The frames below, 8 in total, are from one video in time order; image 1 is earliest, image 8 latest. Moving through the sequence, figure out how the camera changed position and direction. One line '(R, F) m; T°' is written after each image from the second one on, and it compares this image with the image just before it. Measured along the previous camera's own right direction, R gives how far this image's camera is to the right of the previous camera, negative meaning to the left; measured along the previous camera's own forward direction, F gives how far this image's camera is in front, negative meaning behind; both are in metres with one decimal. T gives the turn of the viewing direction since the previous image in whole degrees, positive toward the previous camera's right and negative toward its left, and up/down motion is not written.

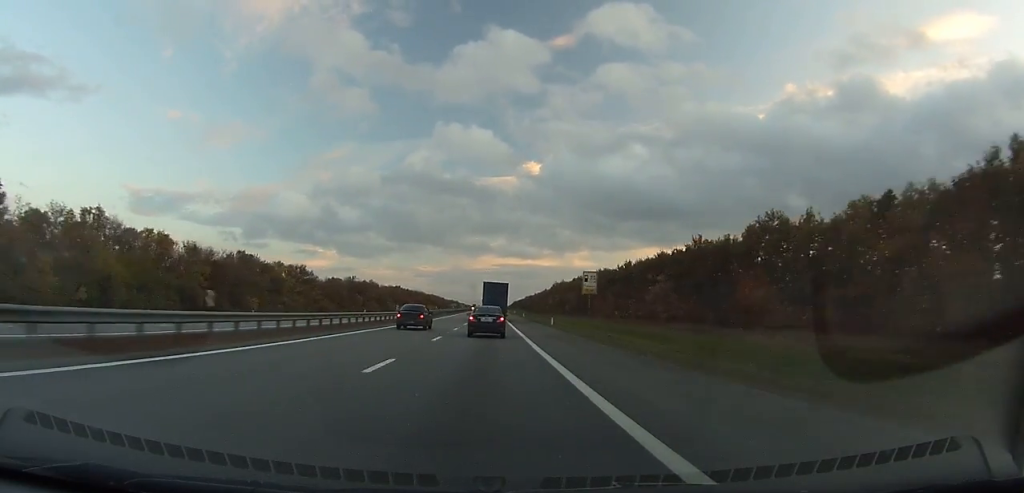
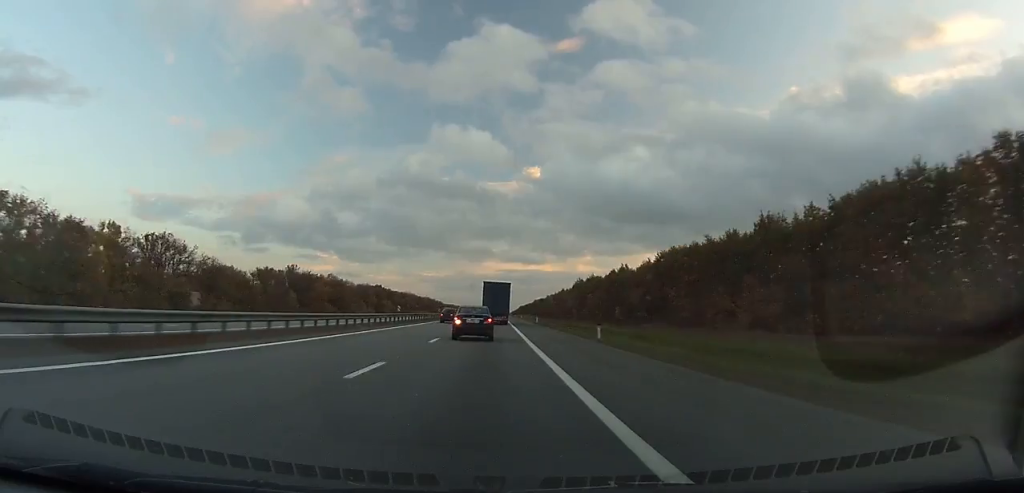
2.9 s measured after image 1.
(-0.3, +75.7) m; -1°
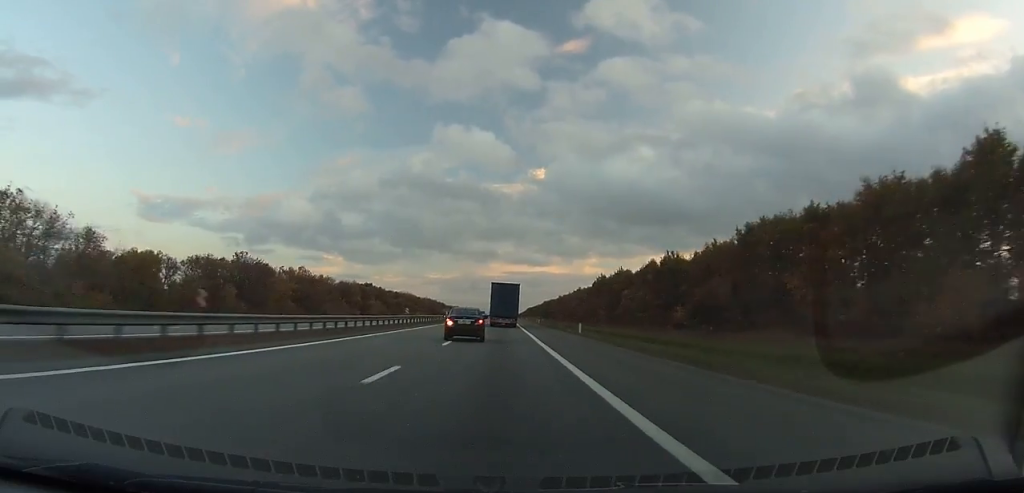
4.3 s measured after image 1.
(-0.2, +36.2) m; 0°
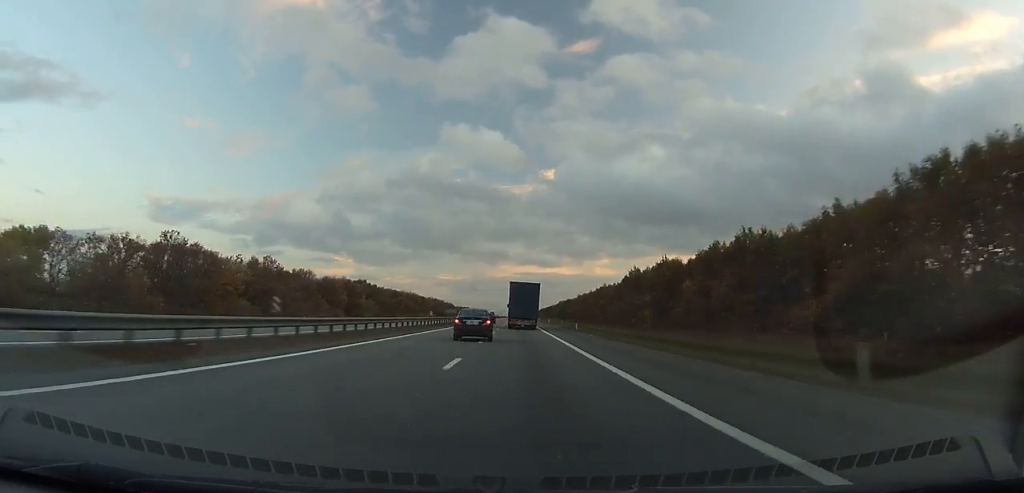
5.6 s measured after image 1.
(0.0, +33.6) m; 0°
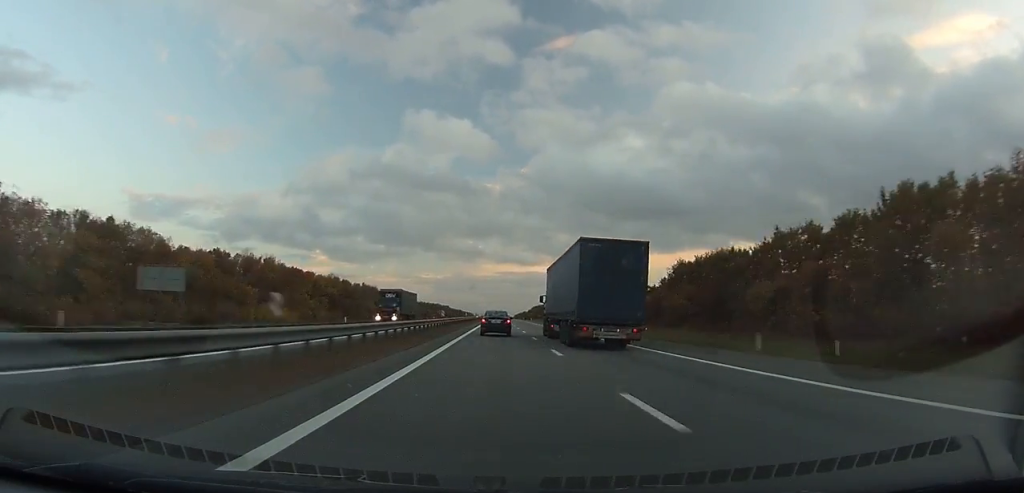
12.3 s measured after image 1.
(+0.1, +195.2) m; +1°
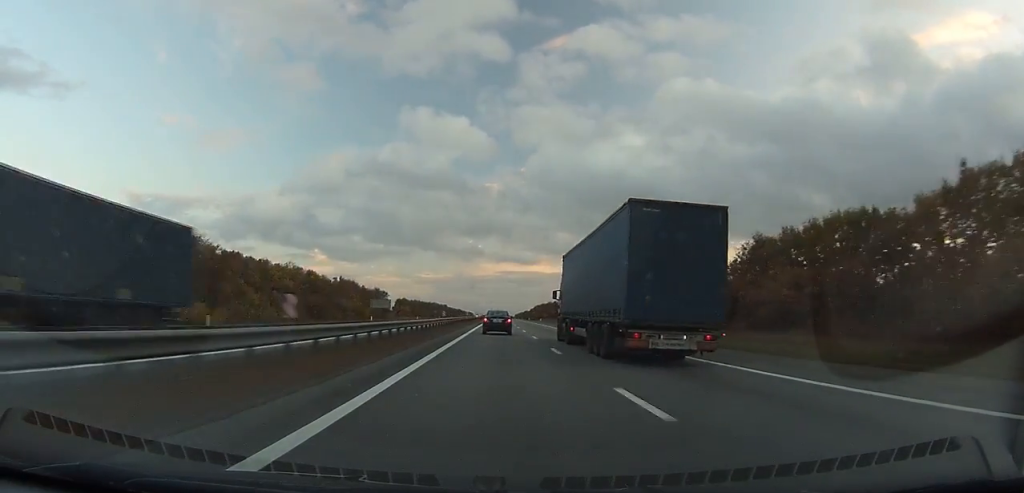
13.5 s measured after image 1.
(+0.1, +37.7) m; 0°
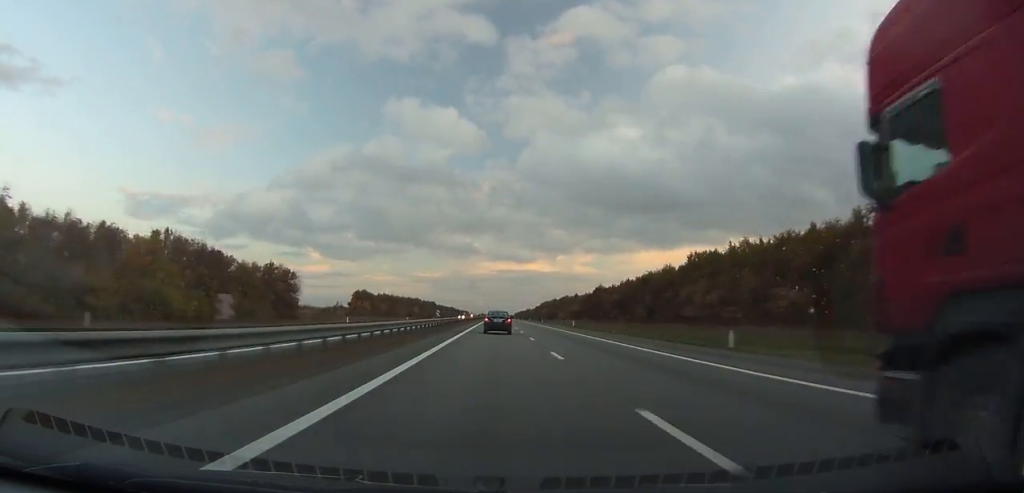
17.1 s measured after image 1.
(+0.4, +113.7) m; +1°
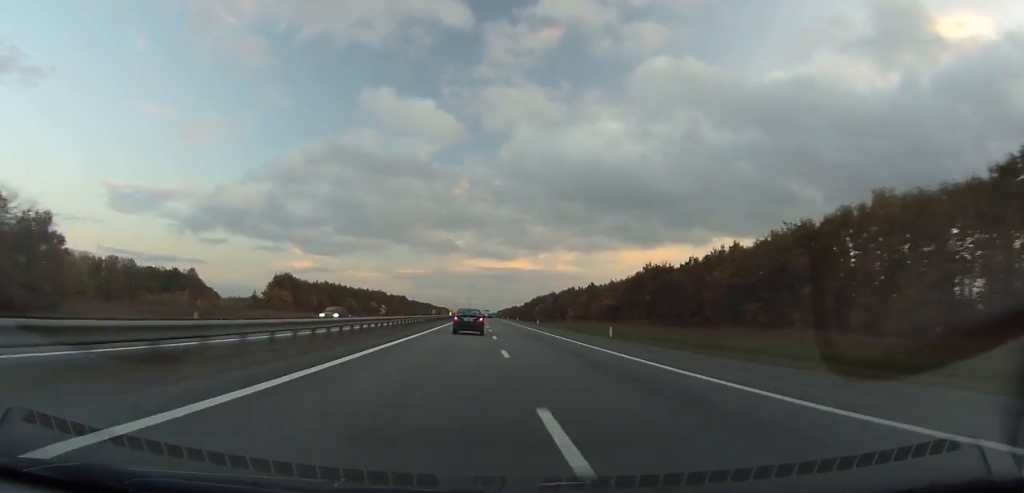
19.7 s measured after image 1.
(+0.7, +81.9) m; +1°
